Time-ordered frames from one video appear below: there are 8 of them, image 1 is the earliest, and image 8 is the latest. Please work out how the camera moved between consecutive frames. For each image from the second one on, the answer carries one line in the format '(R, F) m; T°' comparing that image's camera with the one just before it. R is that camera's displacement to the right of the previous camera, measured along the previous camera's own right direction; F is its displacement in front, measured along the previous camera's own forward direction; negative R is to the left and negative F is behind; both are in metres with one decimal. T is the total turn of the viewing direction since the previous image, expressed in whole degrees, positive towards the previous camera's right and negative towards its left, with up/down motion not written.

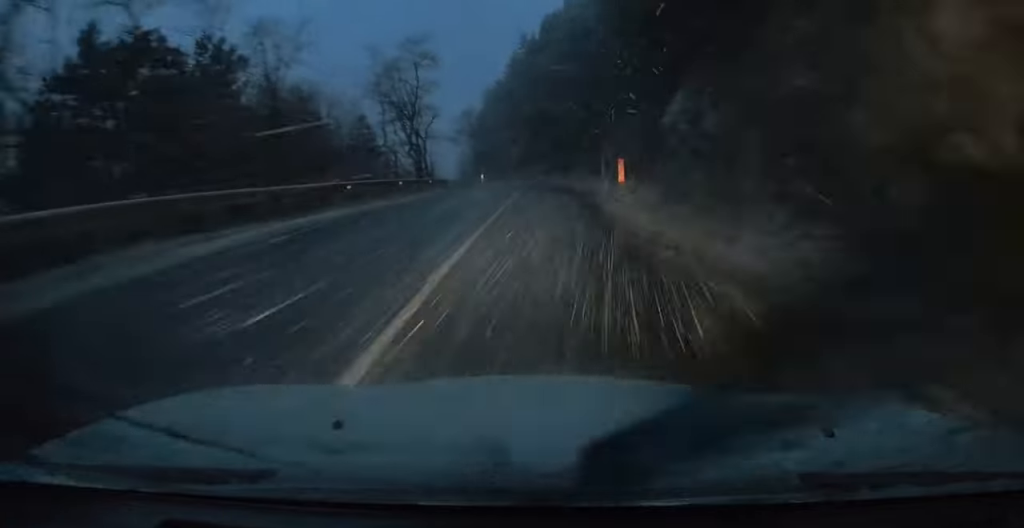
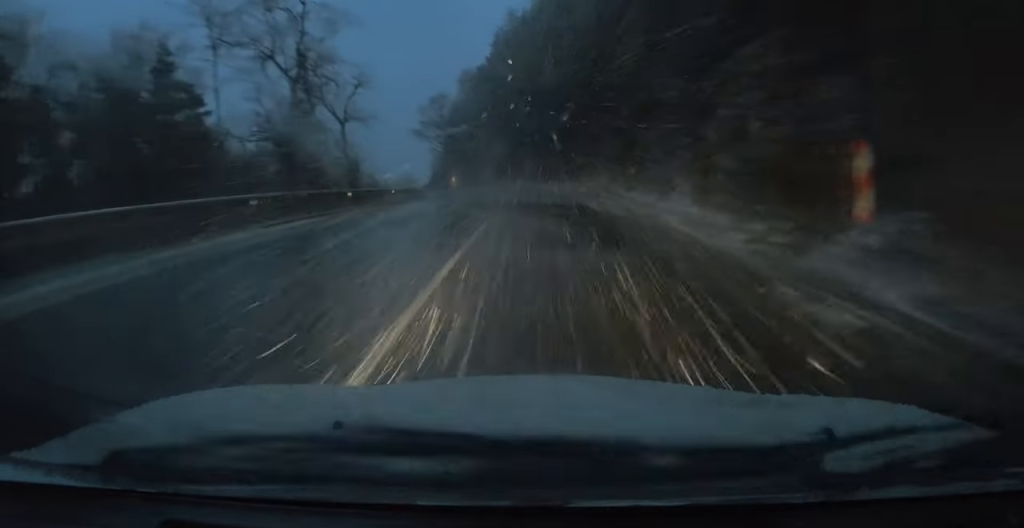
(+0.3, +21.5) m; +2°
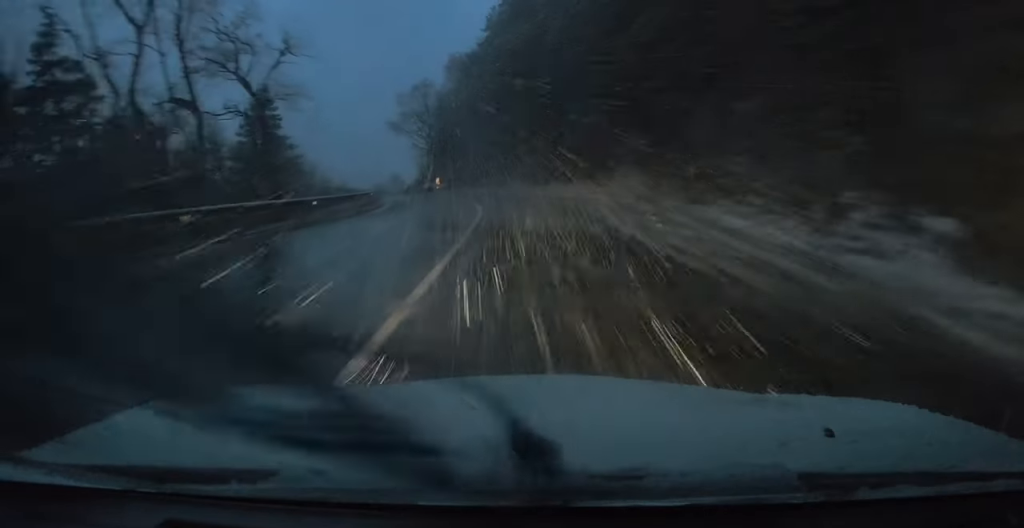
(+0.1, +10.2) m; -2°
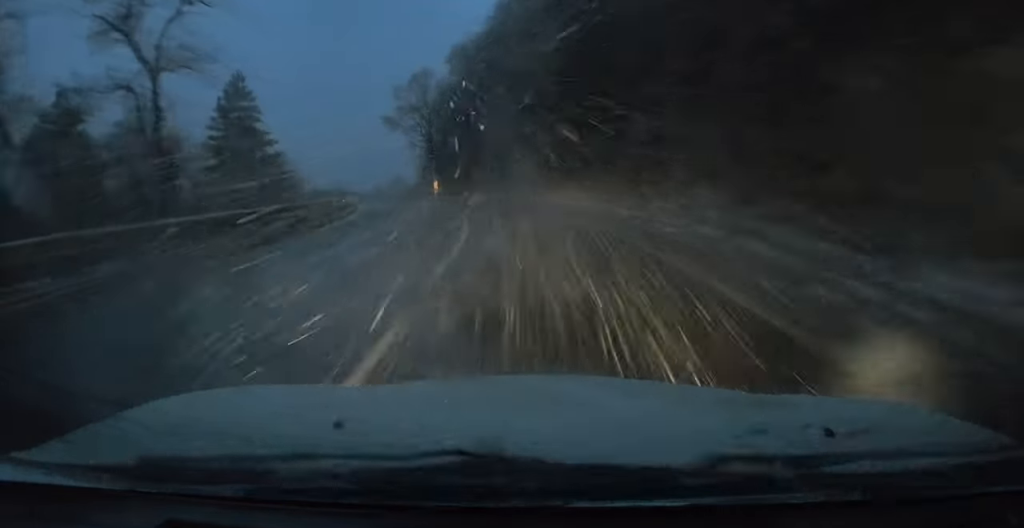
(-0.3, +8.2) m; -3°
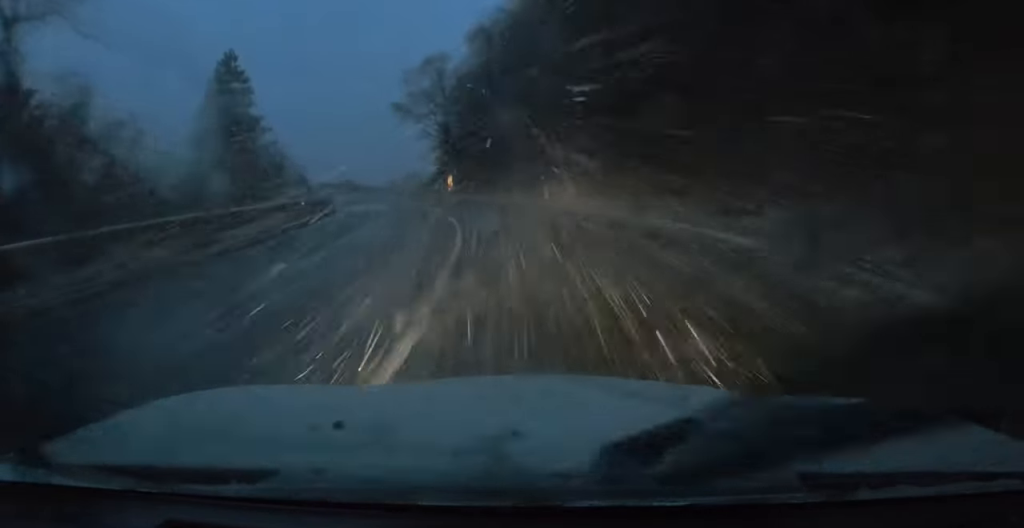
(-0.1, +6.5) m; -3°
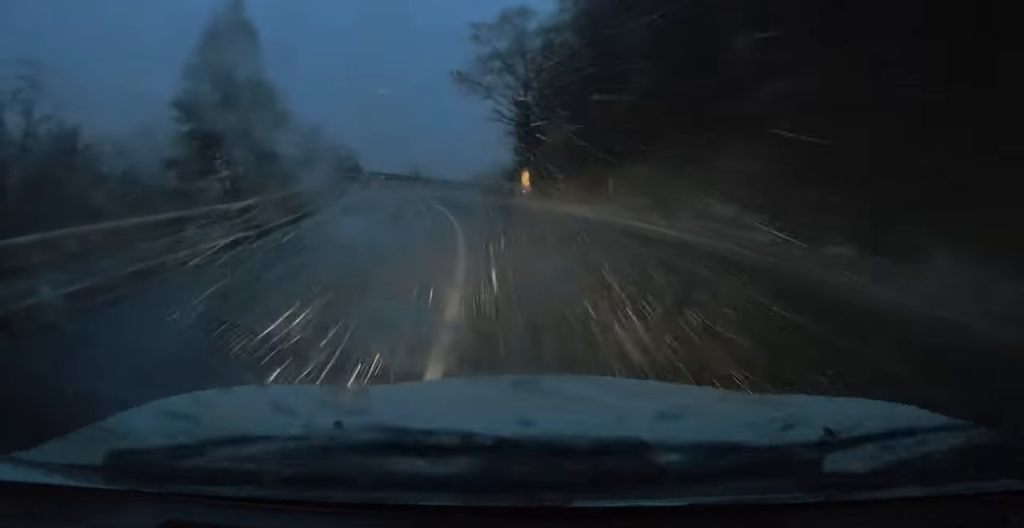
(-0.7, +14.0) m; -6°
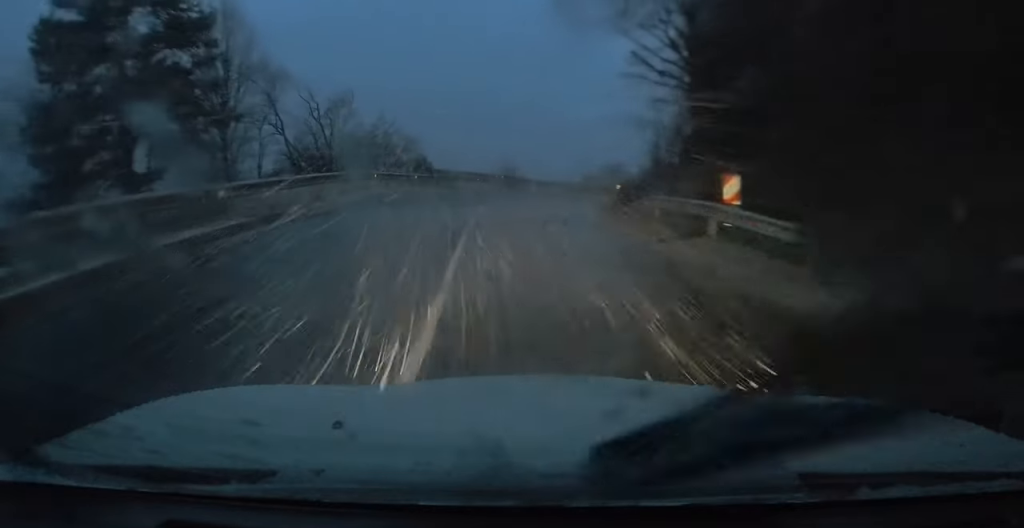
(-1.6, +20.0) m; -7°
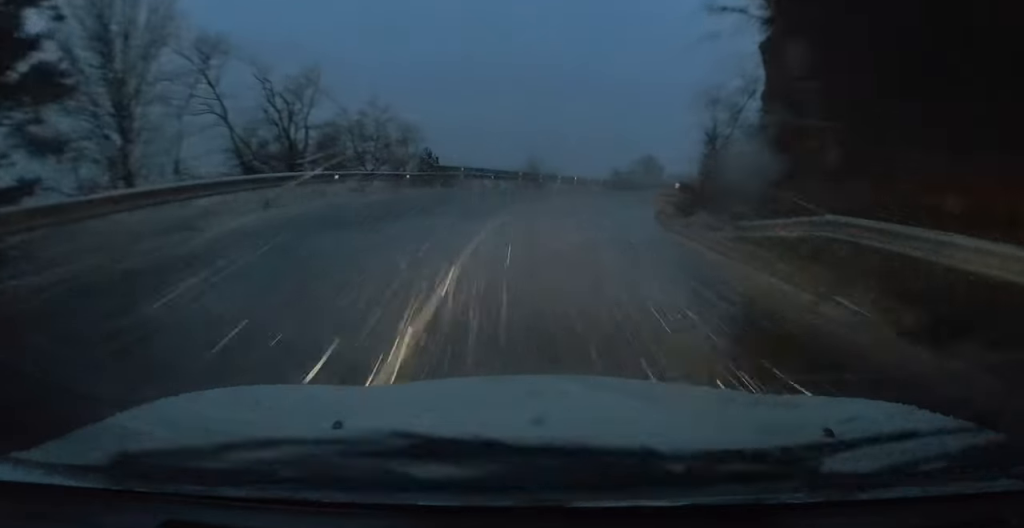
(-0.1, +8.8) m; +1°
